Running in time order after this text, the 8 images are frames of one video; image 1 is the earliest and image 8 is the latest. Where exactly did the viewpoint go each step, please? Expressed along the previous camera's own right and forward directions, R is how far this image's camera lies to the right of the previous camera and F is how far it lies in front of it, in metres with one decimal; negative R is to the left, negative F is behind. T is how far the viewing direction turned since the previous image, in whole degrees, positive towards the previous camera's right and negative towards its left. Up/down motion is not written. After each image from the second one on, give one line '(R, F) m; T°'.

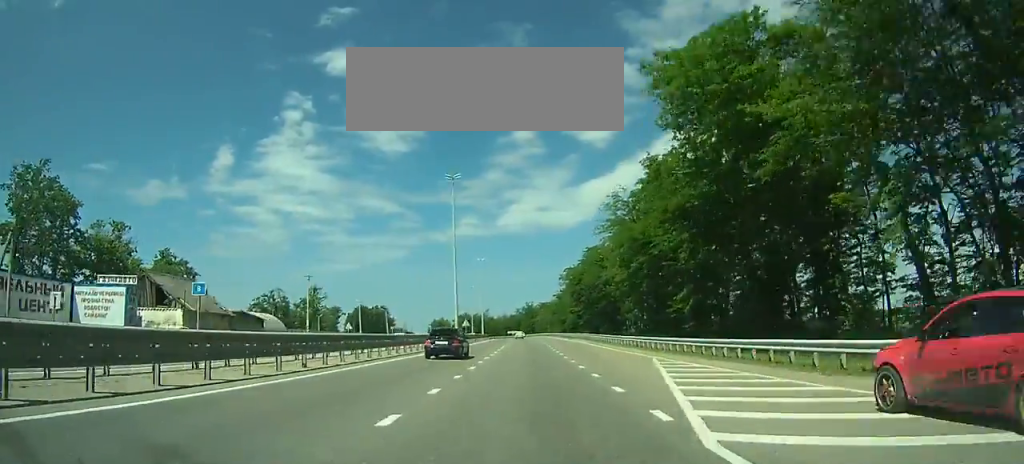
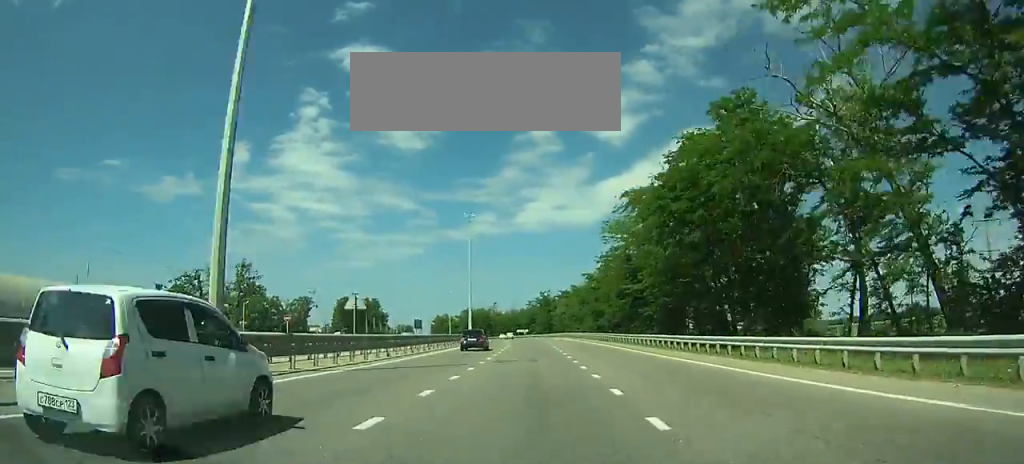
(-0.6, +55.9) m; -1°
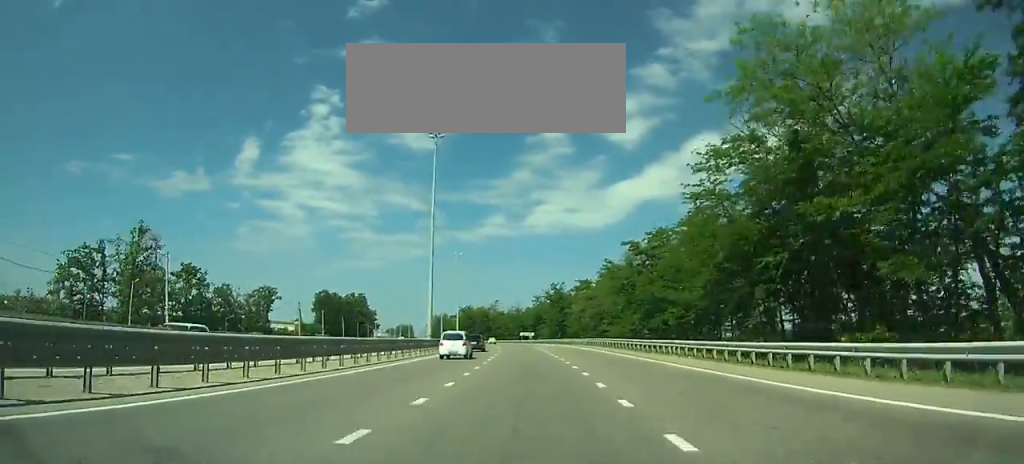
(-0.4, +41.4) m; -2°
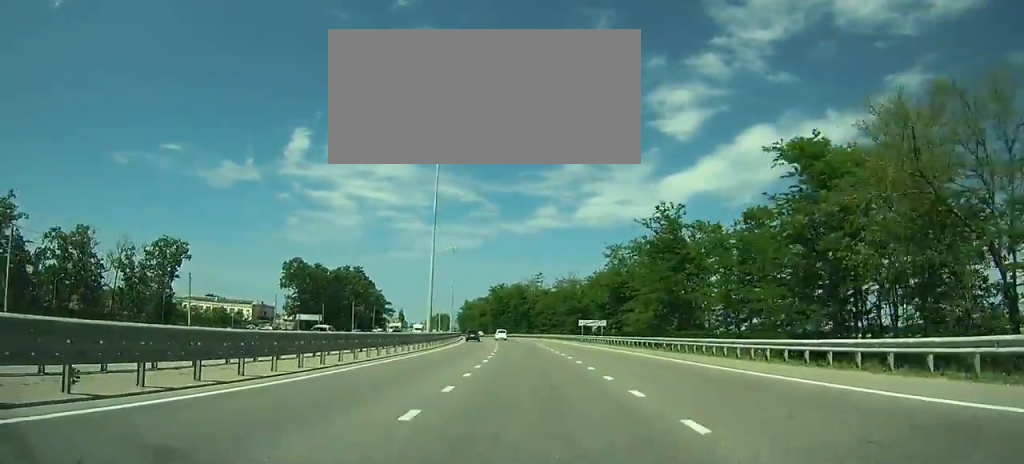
(-3.1, +79.6) m; -4°
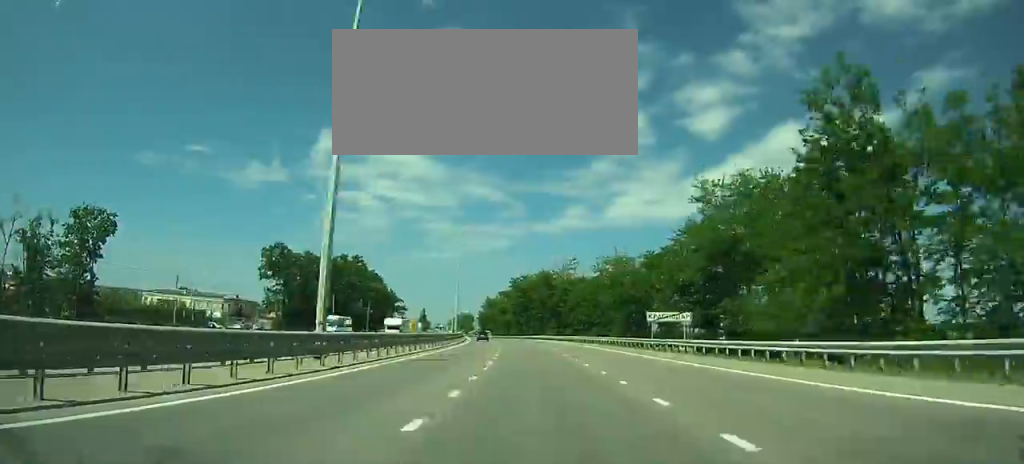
(-0.3, +32.3) m; -2°
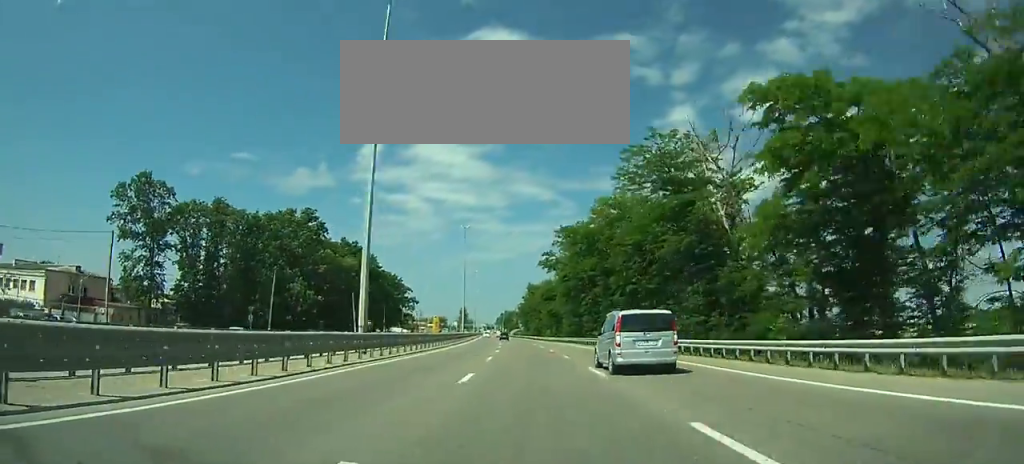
(-3.8, +76.4) m; -5°
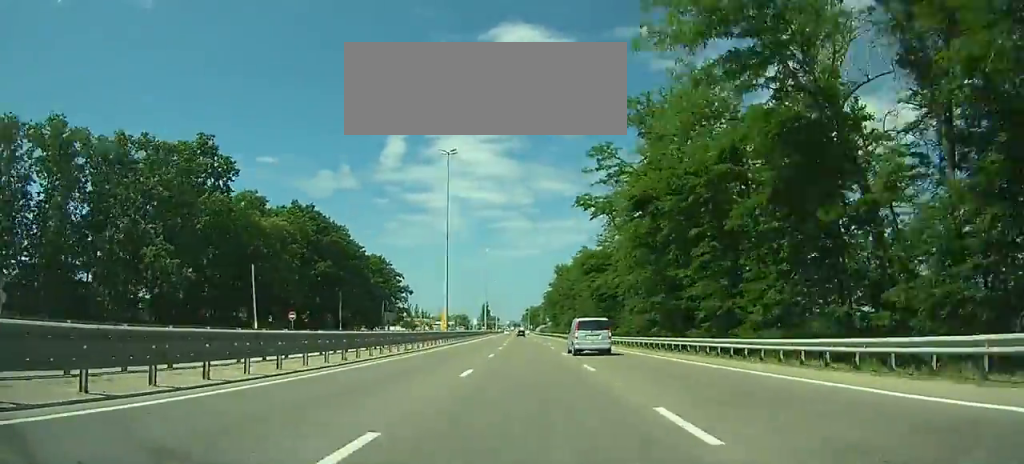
(-1.4, +49.0) m; -3°
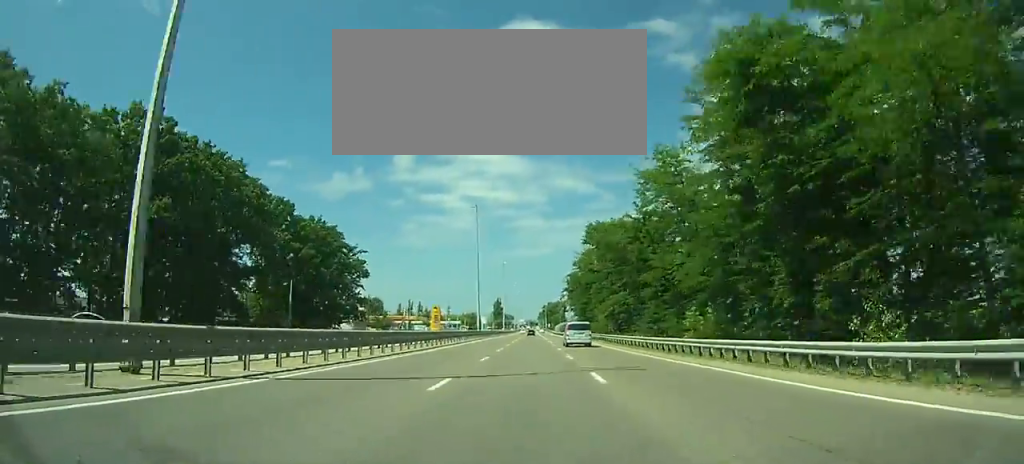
(-1.3, +54.5) m; -2°
